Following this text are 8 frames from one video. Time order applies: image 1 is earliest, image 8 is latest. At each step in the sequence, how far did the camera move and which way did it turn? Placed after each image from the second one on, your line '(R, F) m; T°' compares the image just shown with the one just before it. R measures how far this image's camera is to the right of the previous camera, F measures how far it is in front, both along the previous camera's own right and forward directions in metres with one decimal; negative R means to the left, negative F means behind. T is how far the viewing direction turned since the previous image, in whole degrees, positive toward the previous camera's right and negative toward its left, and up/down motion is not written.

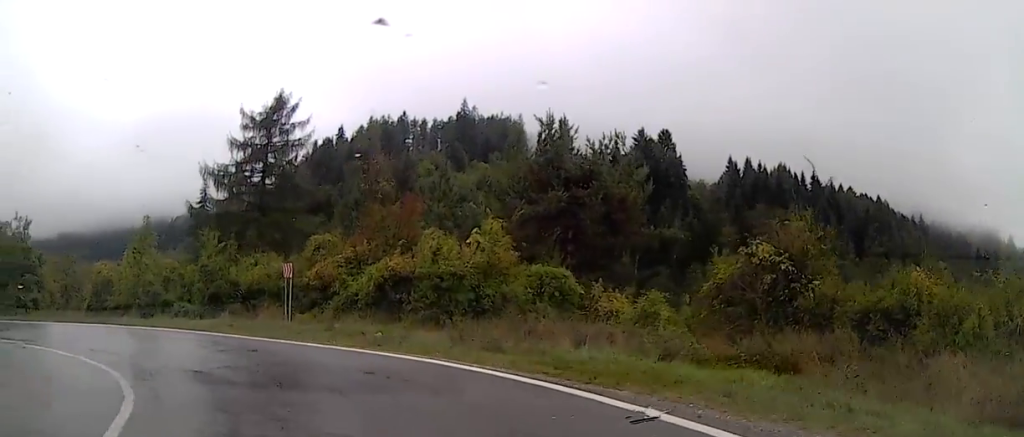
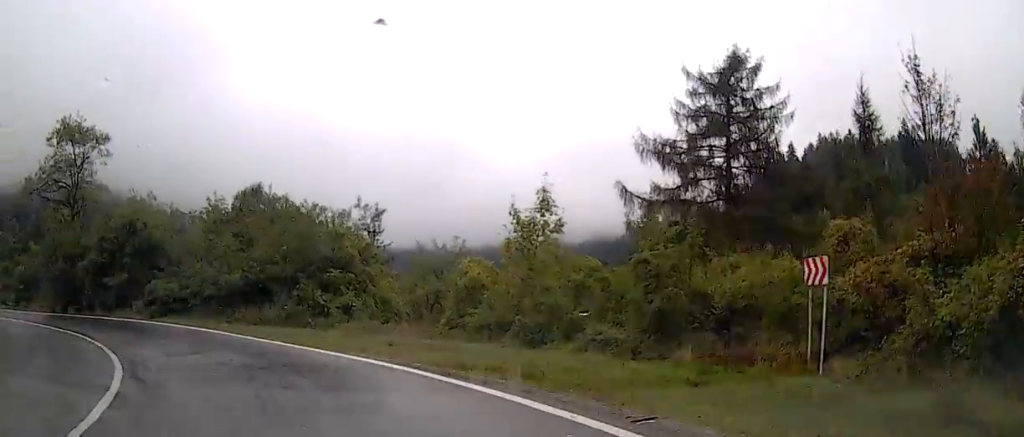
(-4.0, +12.1) m; -47°
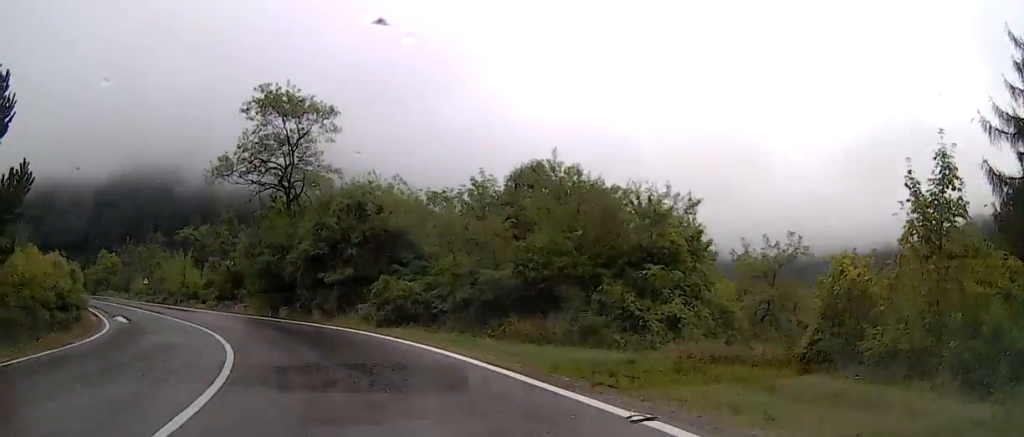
(-2.0, +8.5) m; -16°
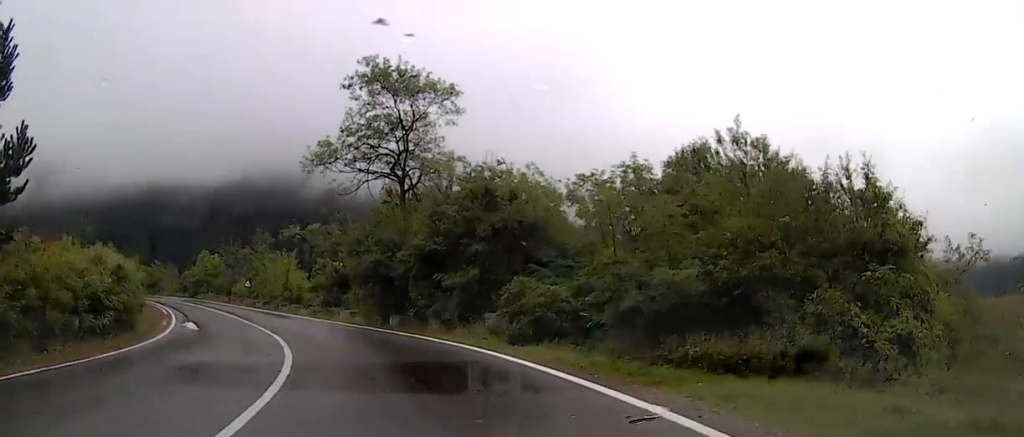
(-0.1, +6.3) m; -8°
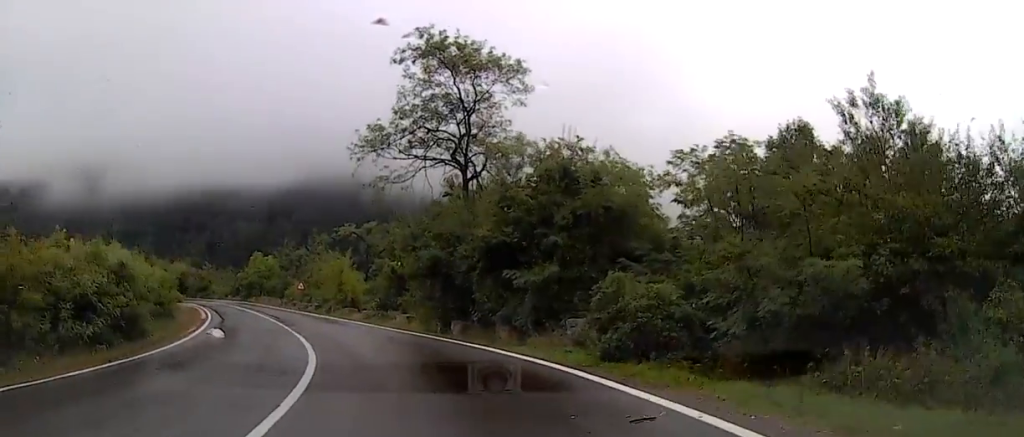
(0.0, +4.5) m; -6°
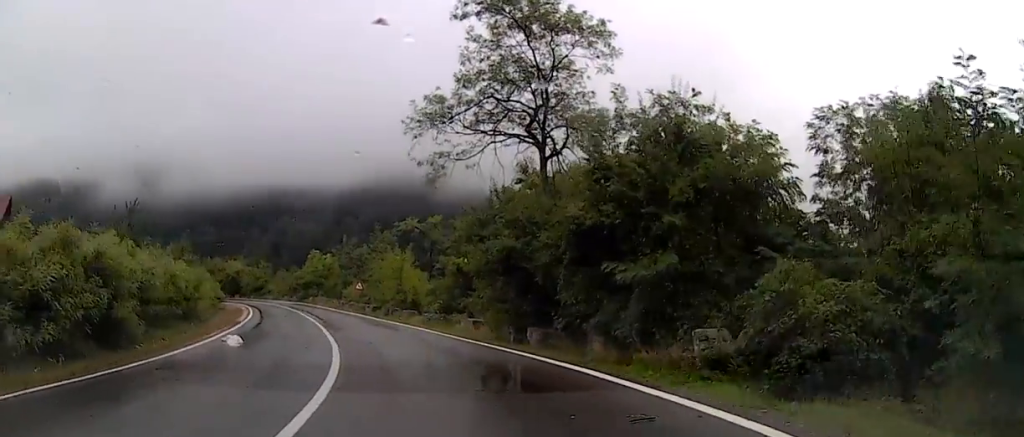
(-0.8, +5.6) m; -7°
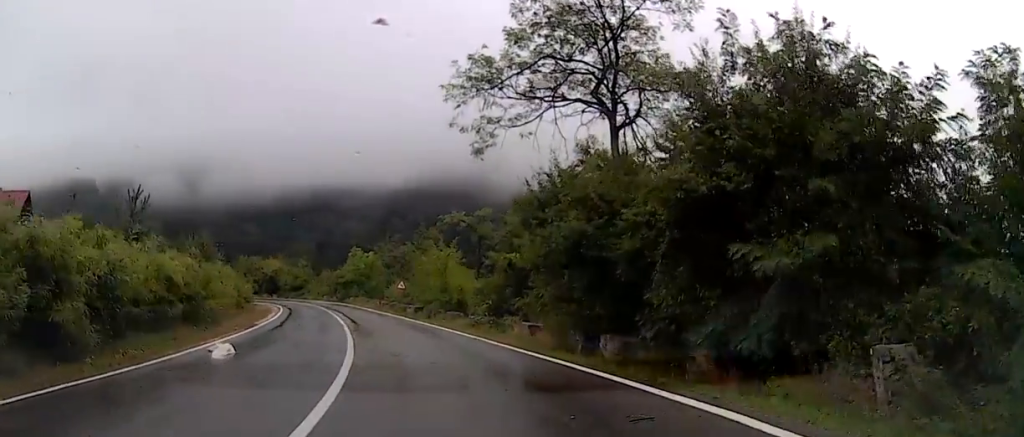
(-0.2, +4.3) m; -5°
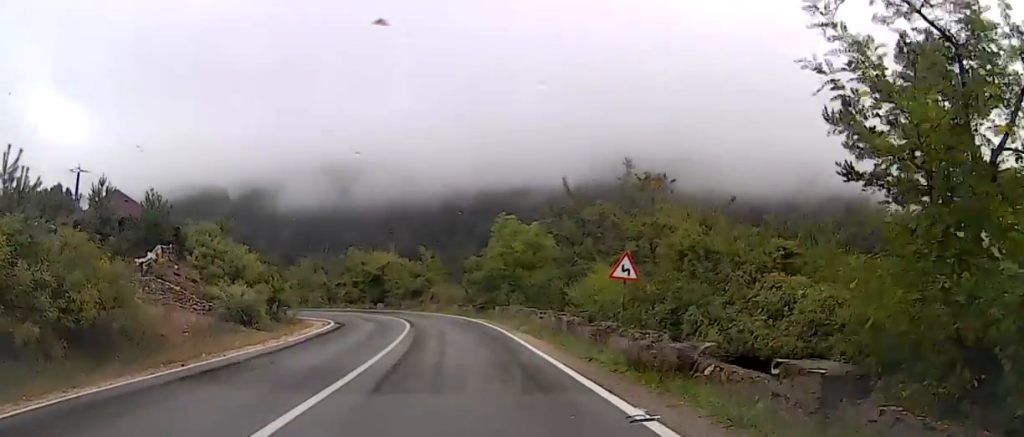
(-1.0, +30.4) m; -1°
